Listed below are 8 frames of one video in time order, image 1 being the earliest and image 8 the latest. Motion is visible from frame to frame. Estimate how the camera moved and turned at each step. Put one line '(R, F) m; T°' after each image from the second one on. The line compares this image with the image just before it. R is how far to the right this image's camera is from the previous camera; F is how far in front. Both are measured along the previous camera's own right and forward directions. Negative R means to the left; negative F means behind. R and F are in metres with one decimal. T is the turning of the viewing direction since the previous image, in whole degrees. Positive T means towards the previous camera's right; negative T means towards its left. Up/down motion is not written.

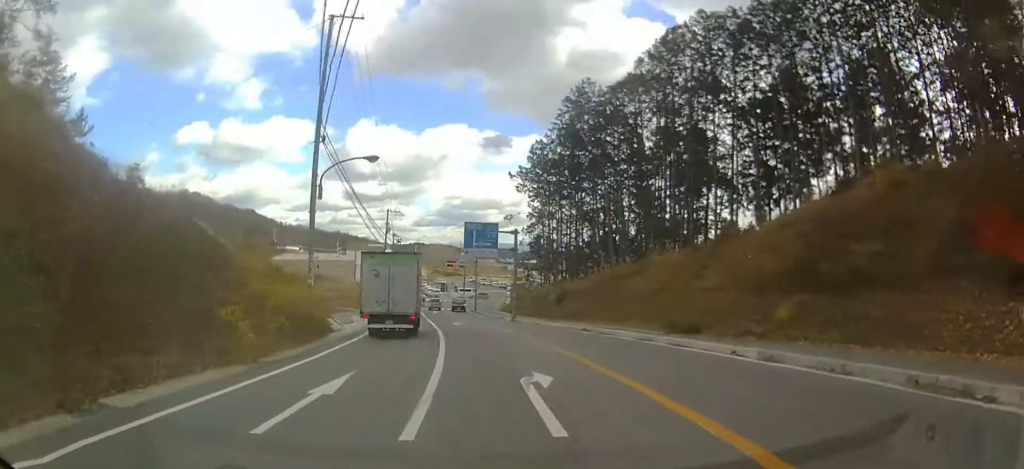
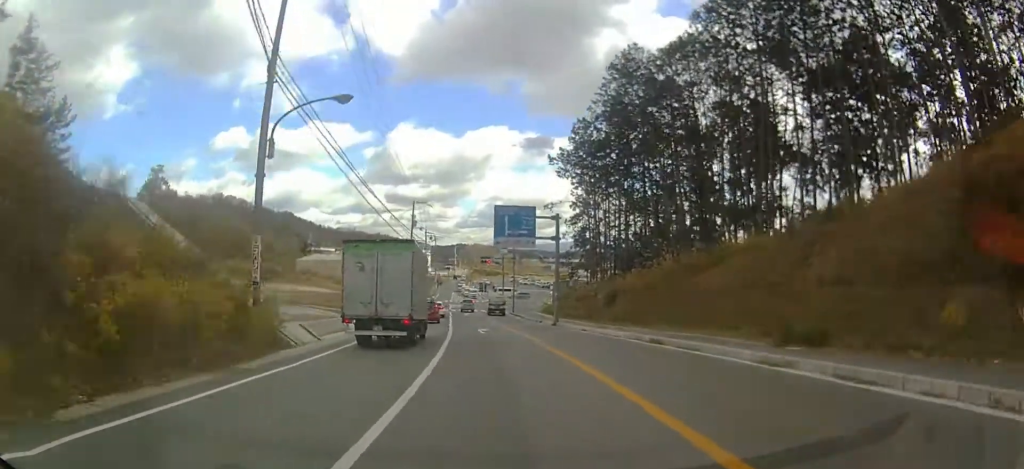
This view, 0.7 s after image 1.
(-0.2, +8.0) m; -3°
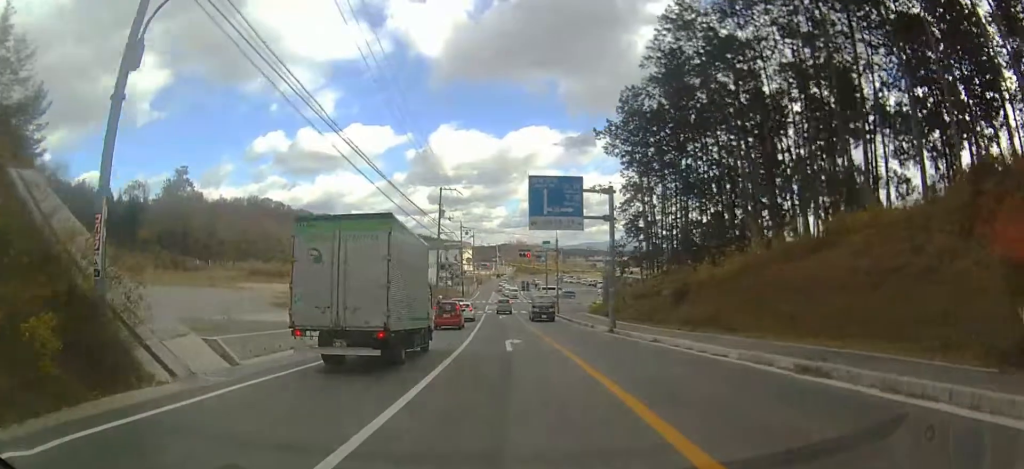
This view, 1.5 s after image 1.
(-0.3, +8.4) m; -4°
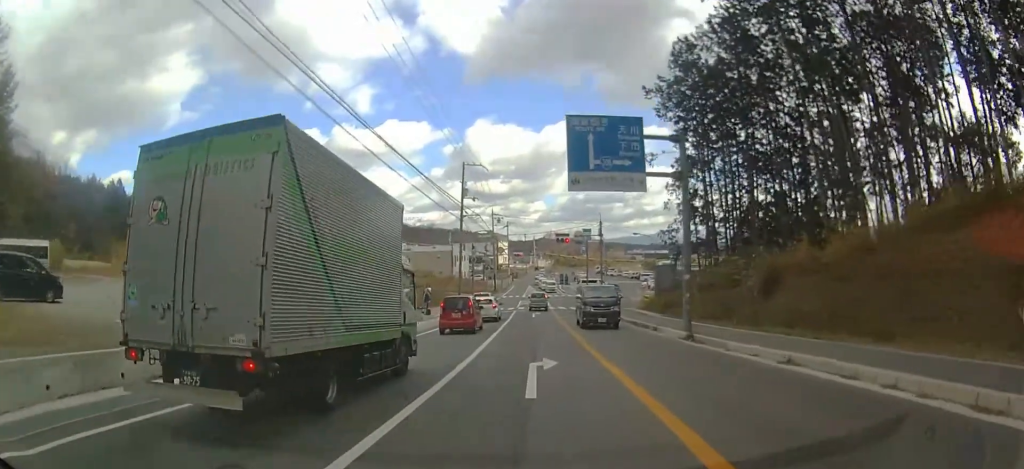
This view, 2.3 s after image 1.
(-0.3, +8.6) m; -5°
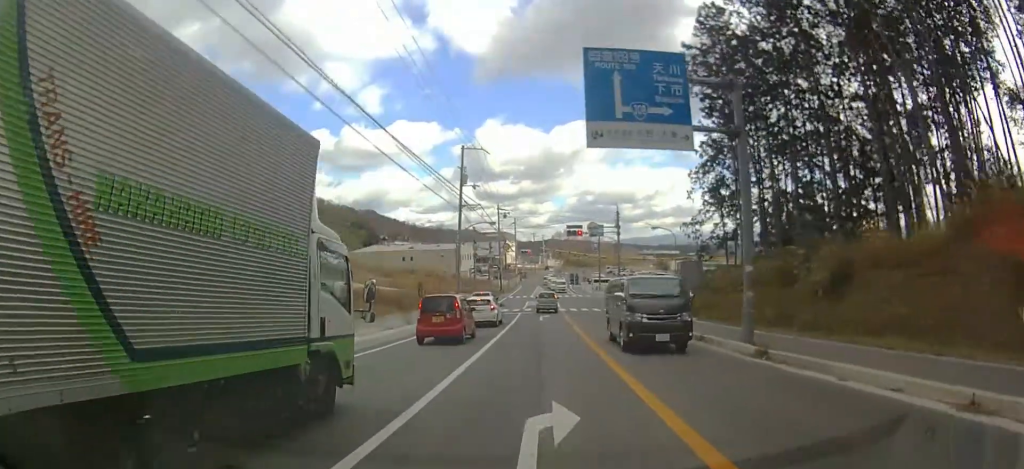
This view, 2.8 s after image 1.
(-0.1, +5.9) m; -4°
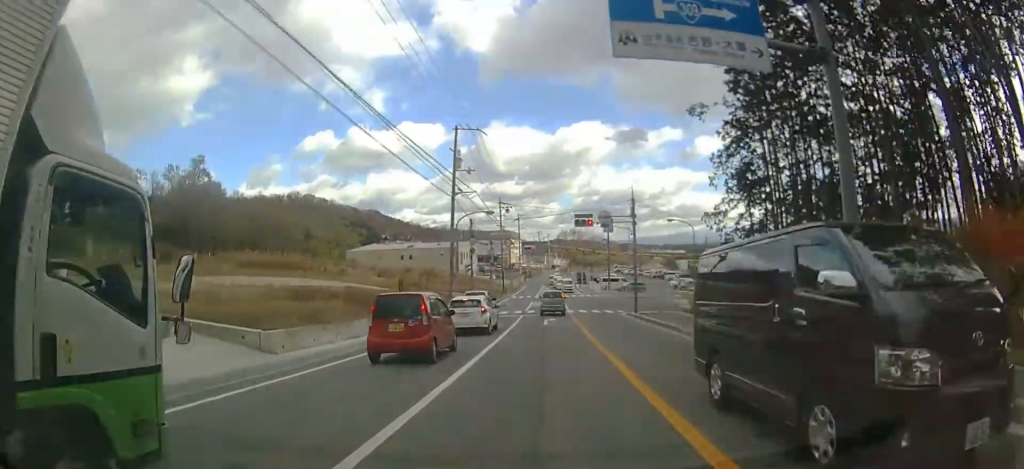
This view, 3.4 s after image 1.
(-0.3, +5.1) m; -2°
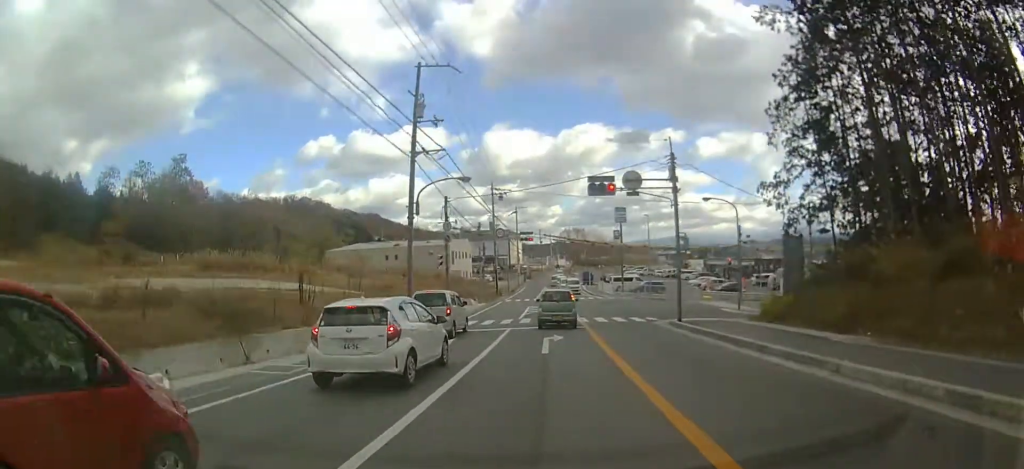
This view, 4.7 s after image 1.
(-0.4, +11.9) m; -4°
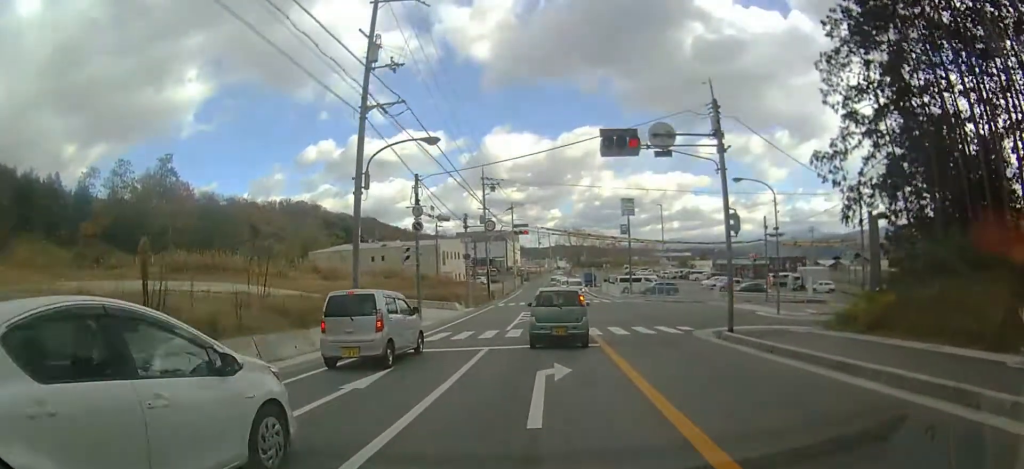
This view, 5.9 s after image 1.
(-0.4, +9.2) m; -1°
